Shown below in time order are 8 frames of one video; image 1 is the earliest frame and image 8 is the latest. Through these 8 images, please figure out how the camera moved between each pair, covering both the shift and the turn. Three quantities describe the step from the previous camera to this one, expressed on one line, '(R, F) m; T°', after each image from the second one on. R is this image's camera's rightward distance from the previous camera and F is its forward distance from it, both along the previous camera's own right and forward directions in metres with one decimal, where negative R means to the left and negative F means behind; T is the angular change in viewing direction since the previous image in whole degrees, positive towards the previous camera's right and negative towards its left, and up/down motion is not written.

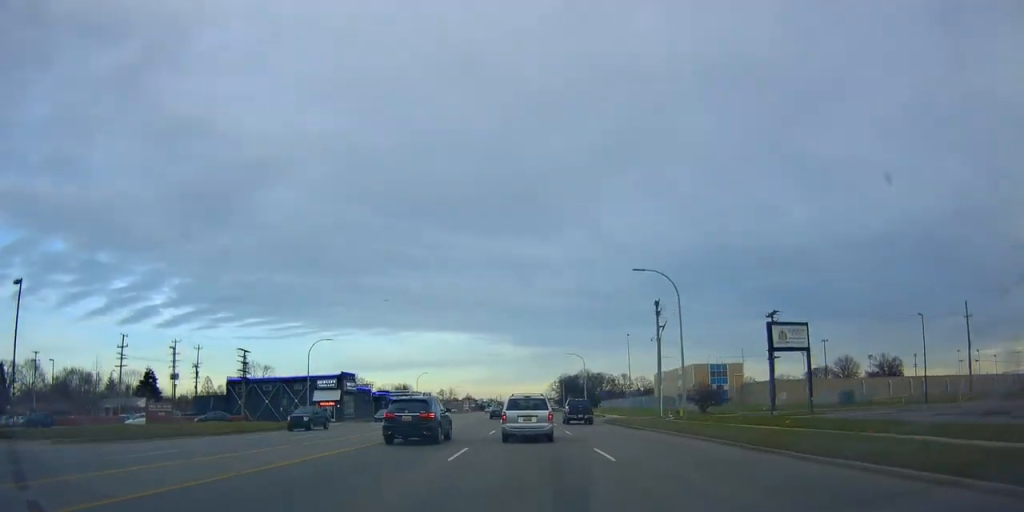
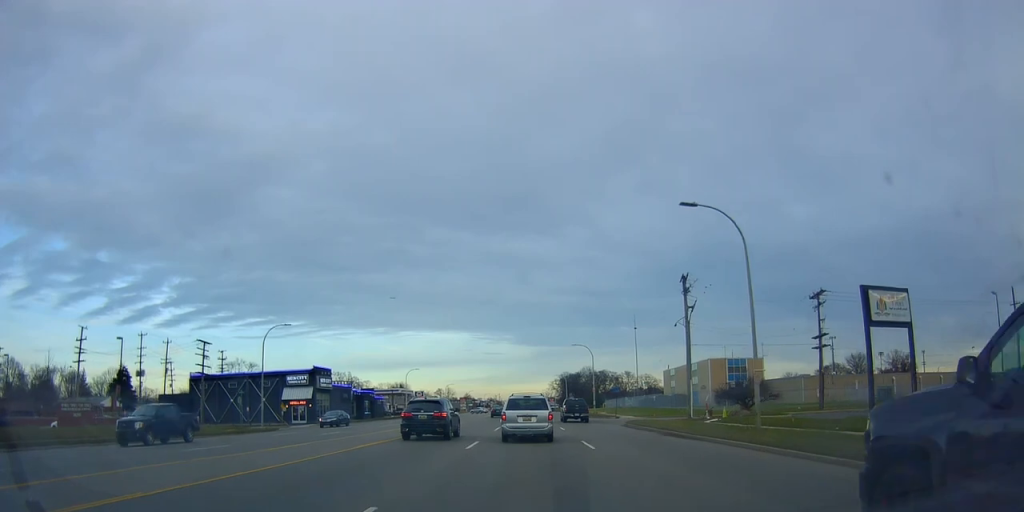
(+0.3, +10.9) m; +1°
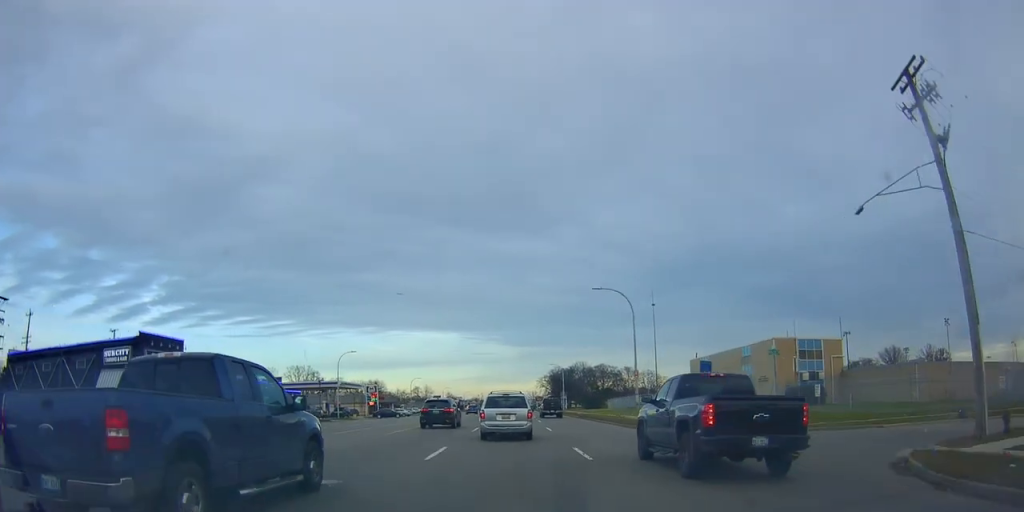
(+0.2, +33.9) m; 0°
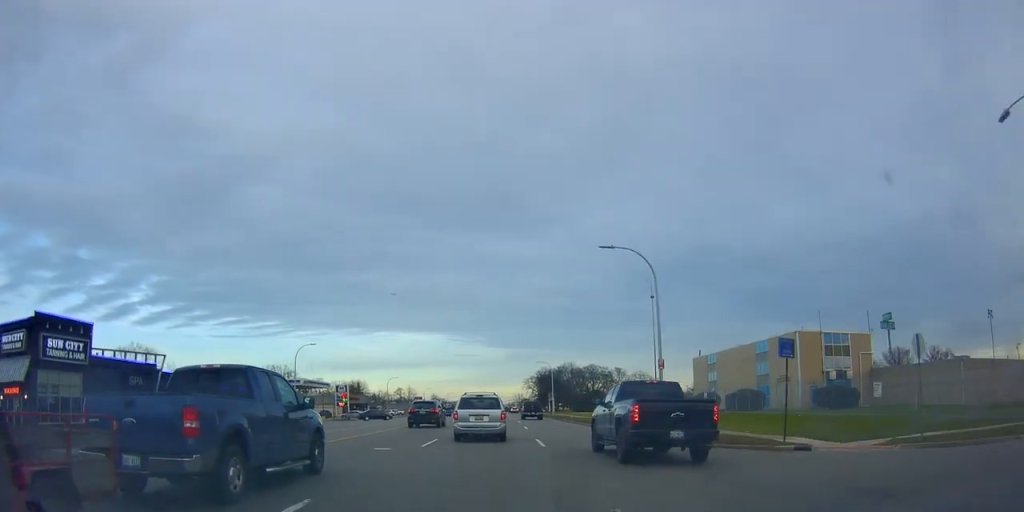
(0.0, +10.5) m; +1°
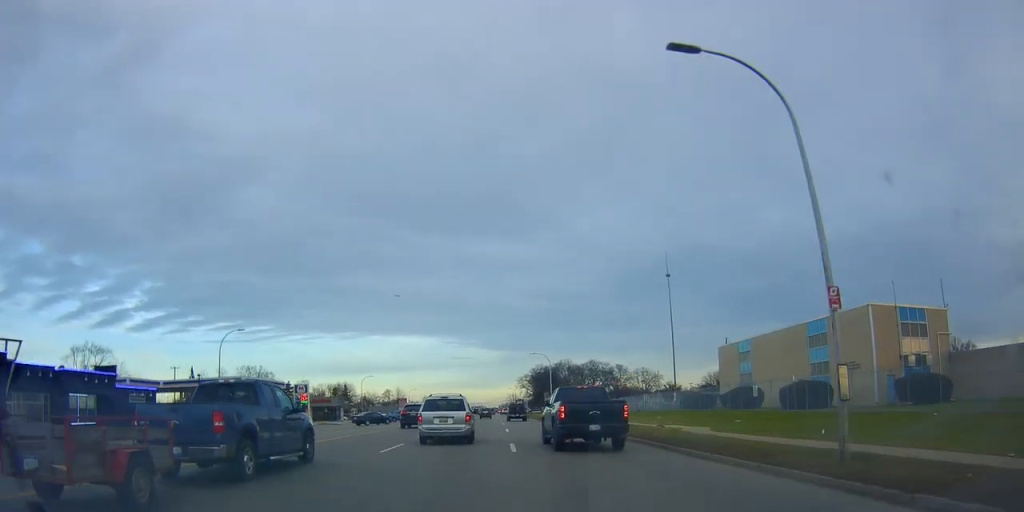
(+0.4, +16.5) m; +3°
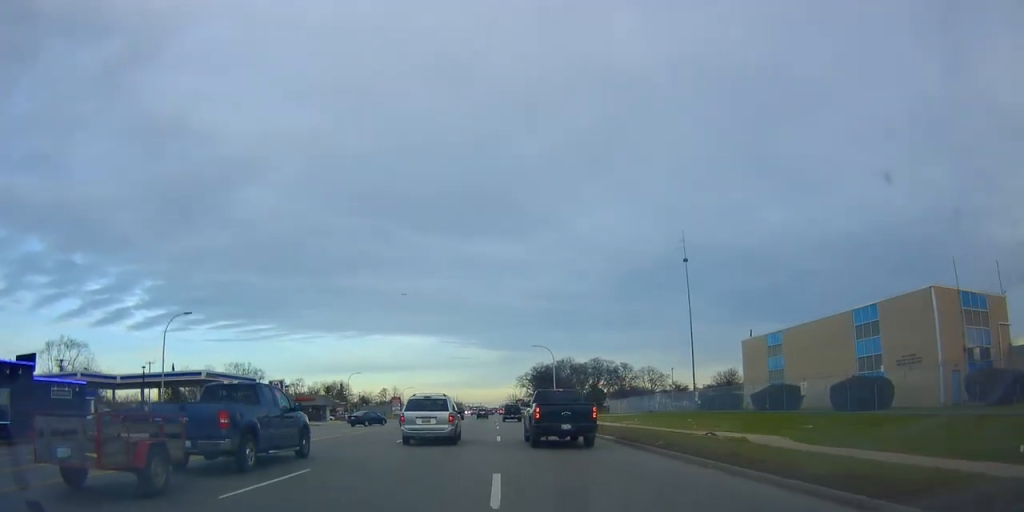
(+0.1, +9.3) m; +1°
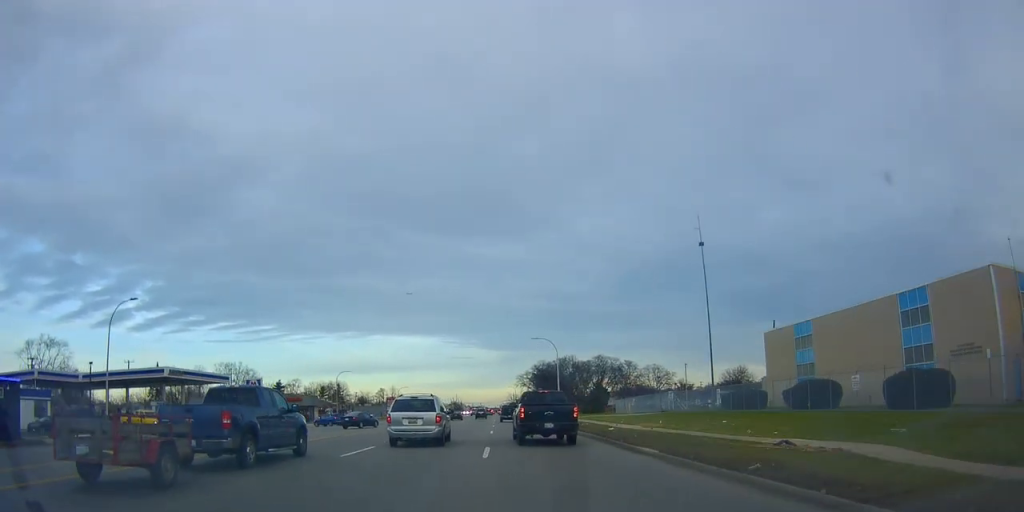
(+0.2, +7.2) m; 0°
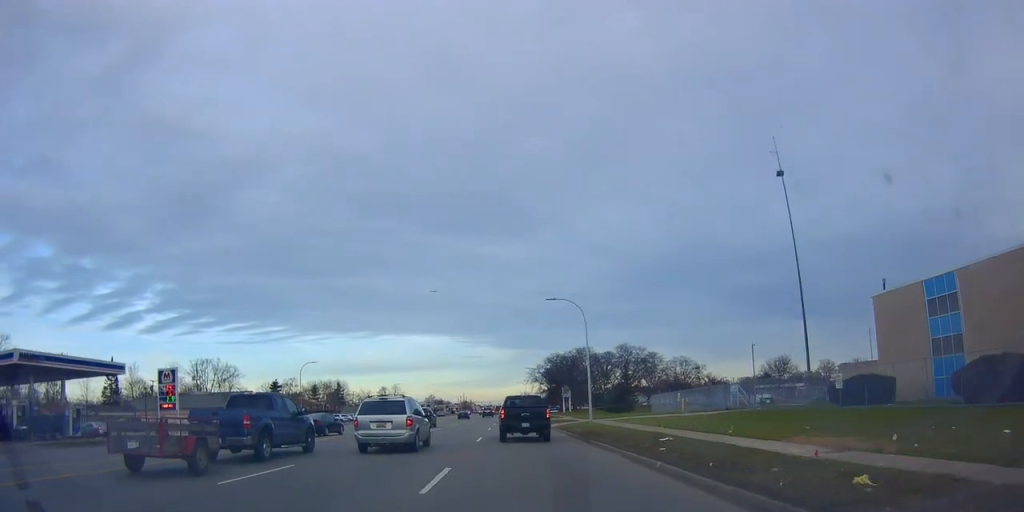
(-0.3, +21.3) m; -2°
